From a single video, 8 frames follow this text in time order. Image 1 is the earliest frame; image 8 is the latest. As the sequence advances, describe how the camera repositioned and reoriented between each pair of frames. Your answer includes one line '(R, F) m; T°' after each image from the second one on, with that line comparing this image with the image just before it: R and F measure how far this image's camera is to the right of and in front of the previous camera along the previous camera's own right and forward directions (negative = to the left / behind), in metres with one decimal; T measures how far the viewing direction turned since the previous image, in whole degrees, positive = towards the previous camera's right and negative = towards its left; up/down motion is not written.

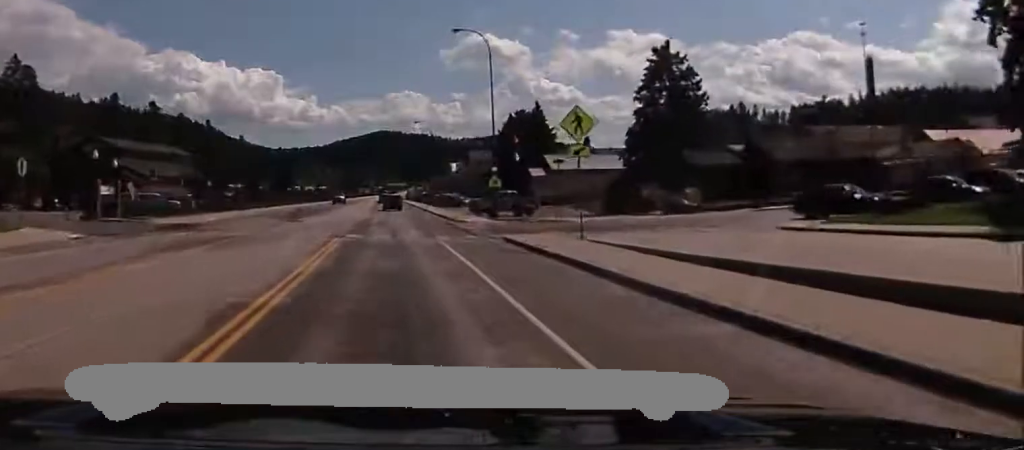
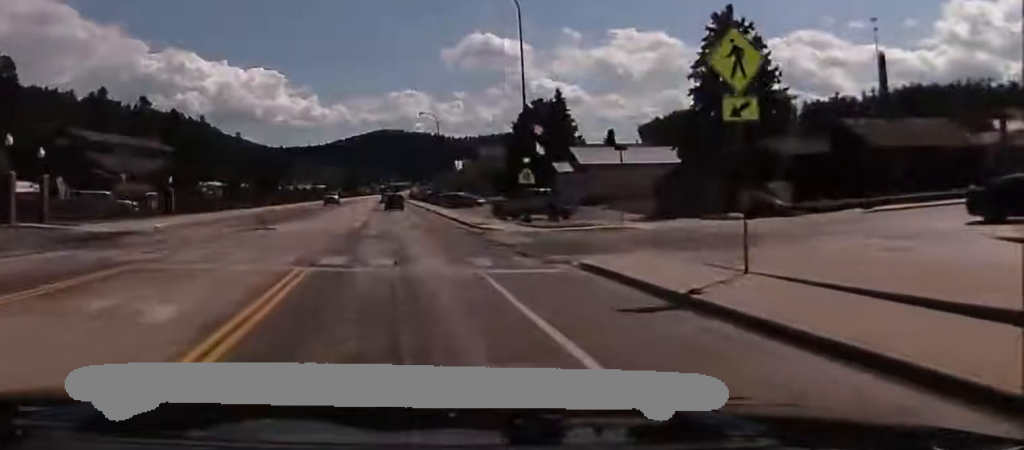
(-0.4, +13.4) m; -1°
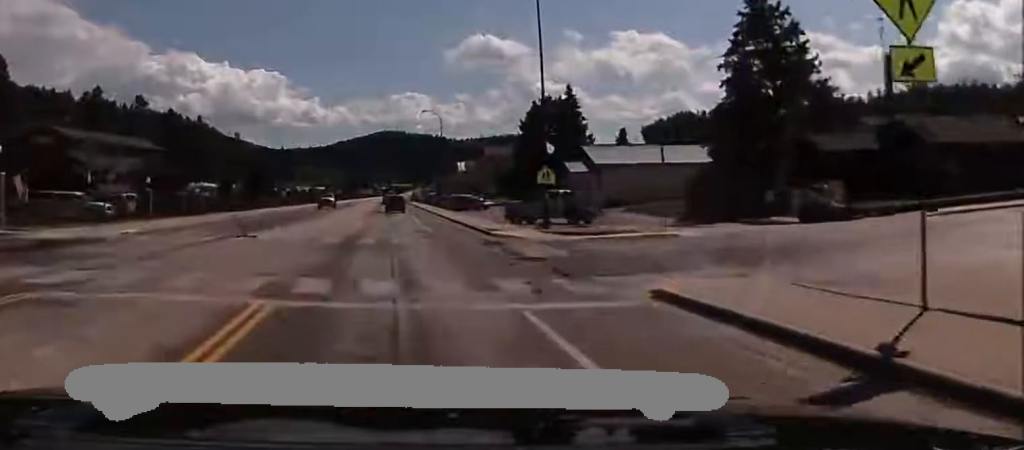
(0.0, +5.7) m; +1°
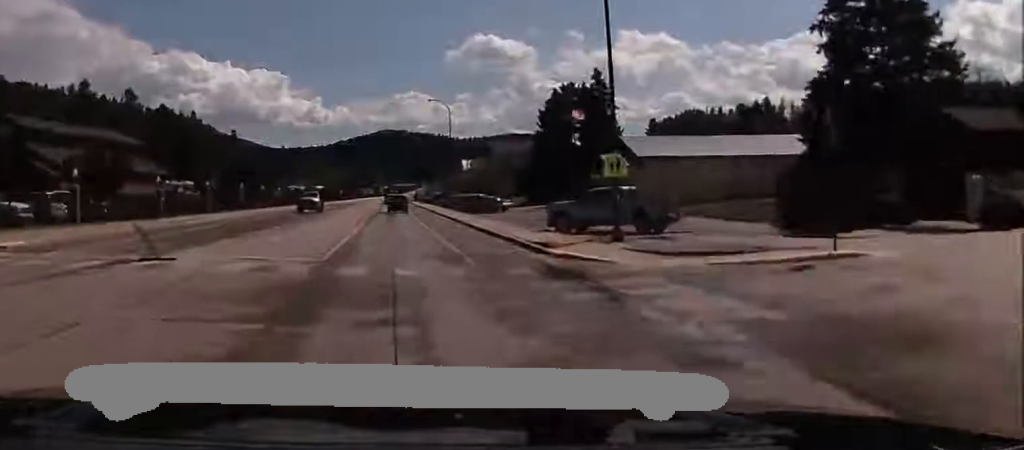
(+0.3, +12.8) m; +1°
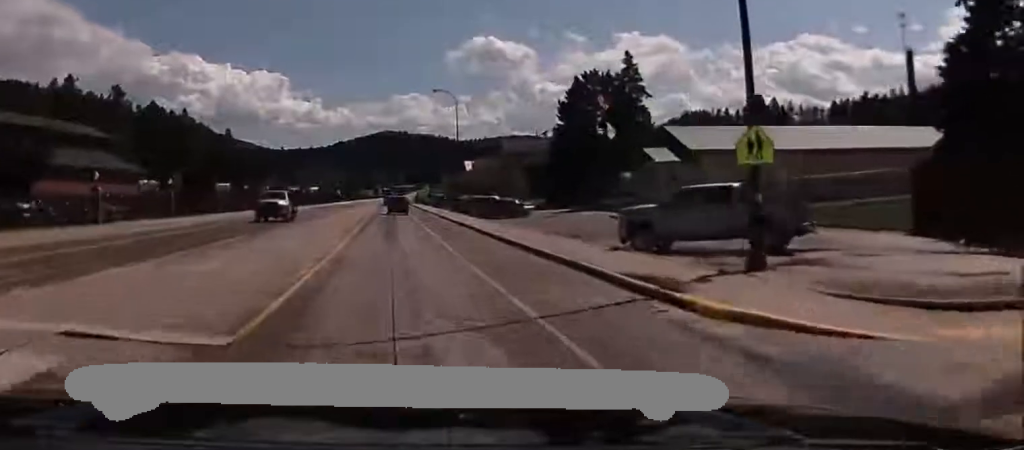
(-0.1, +11.7) m; 0°
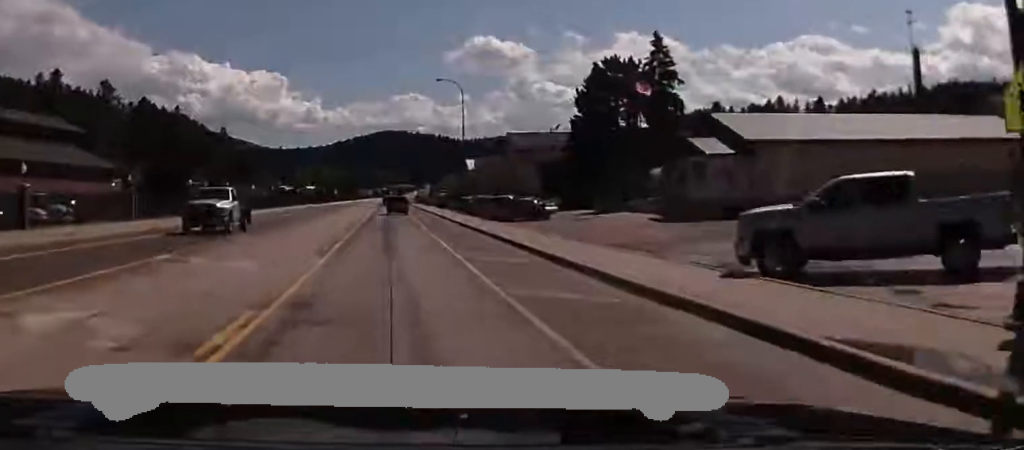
(0.0, +8.9) m; 0°
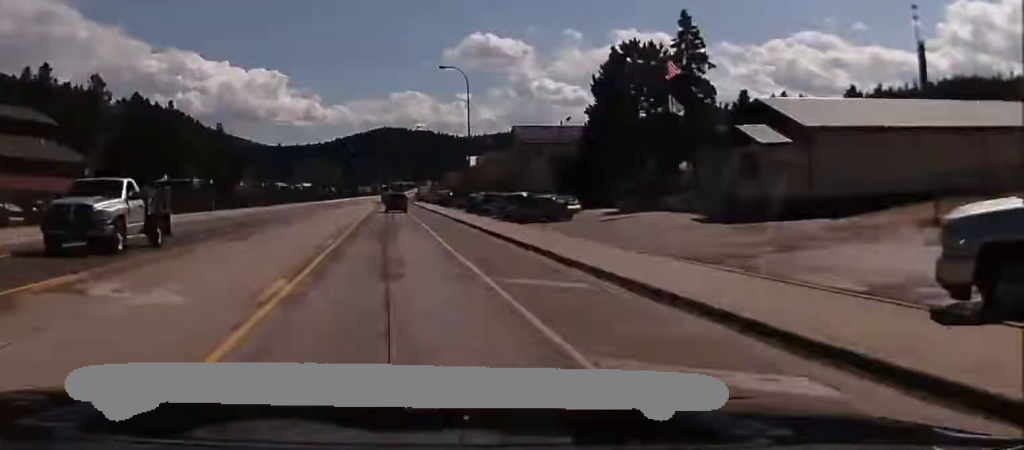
(+0.2, +6.9) m; 0°
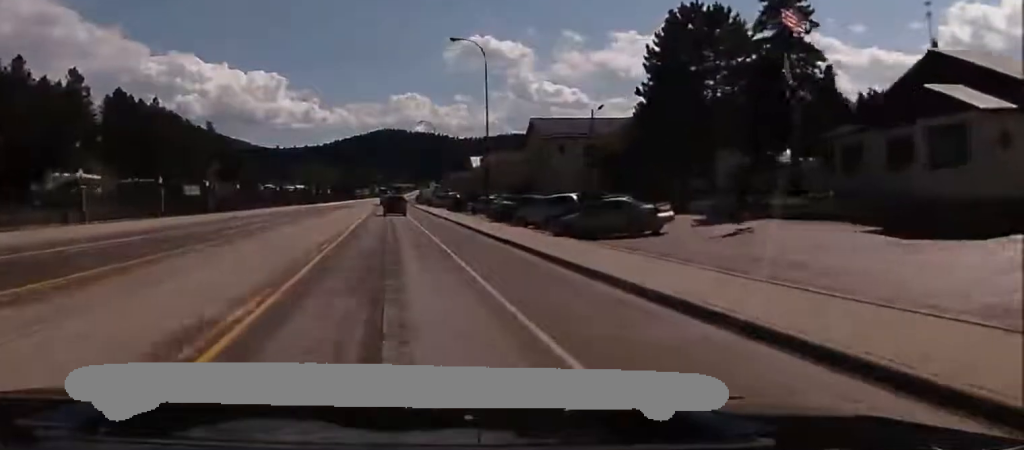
(-0.3, +15.9) m; 0°
